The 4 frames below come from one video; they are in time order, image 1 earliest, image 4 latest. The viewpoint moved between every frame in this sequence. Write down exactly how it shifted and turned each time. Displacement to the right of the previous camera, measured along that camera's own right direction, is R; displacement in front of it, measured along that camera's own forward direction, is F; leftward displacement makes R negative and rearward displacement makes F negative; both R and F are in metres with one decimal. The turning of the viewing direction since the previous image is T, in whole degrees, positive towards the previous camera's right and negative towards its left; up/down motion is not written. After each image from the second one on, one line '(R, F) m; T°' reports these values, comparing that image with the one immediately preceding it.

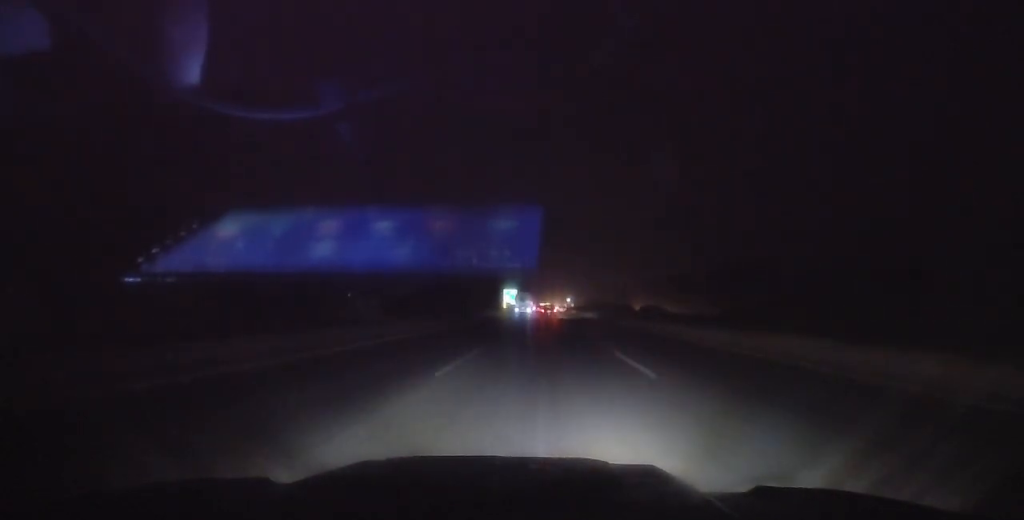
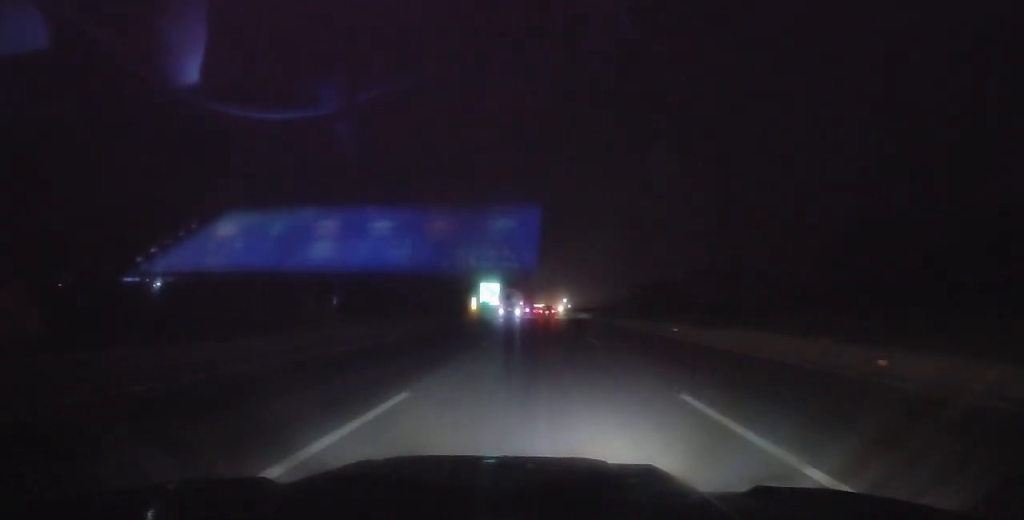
(+0.9, +62.3) m; +1°
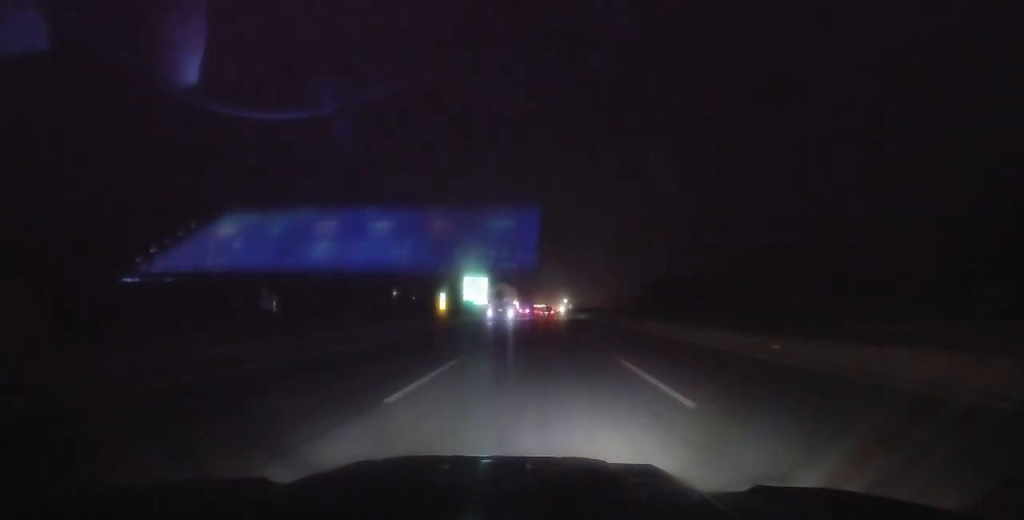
(-0.3, +30.7) m; -1°
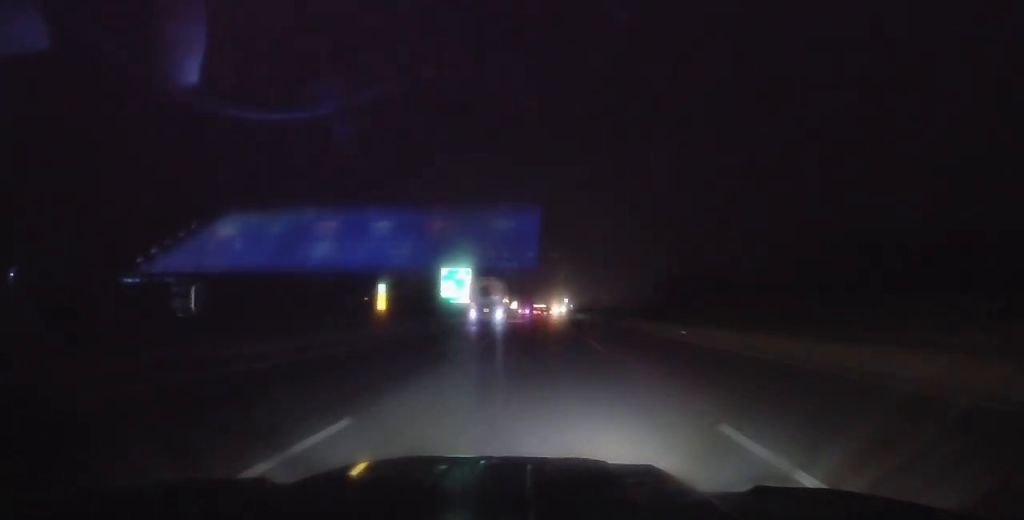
(-0.1, +25.6) m; 0°
